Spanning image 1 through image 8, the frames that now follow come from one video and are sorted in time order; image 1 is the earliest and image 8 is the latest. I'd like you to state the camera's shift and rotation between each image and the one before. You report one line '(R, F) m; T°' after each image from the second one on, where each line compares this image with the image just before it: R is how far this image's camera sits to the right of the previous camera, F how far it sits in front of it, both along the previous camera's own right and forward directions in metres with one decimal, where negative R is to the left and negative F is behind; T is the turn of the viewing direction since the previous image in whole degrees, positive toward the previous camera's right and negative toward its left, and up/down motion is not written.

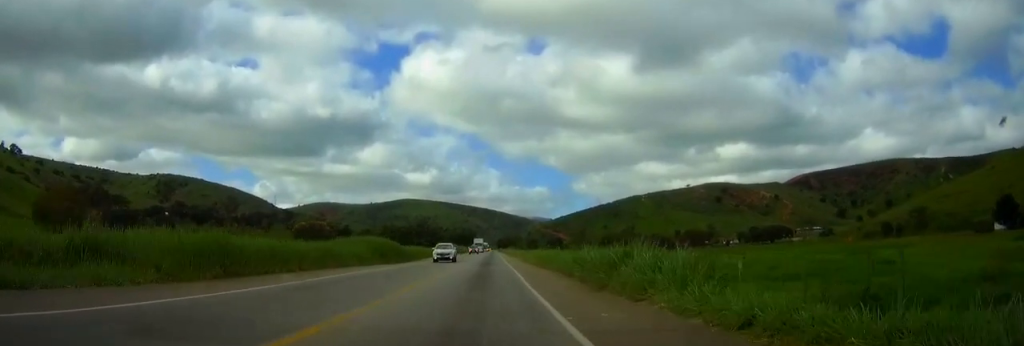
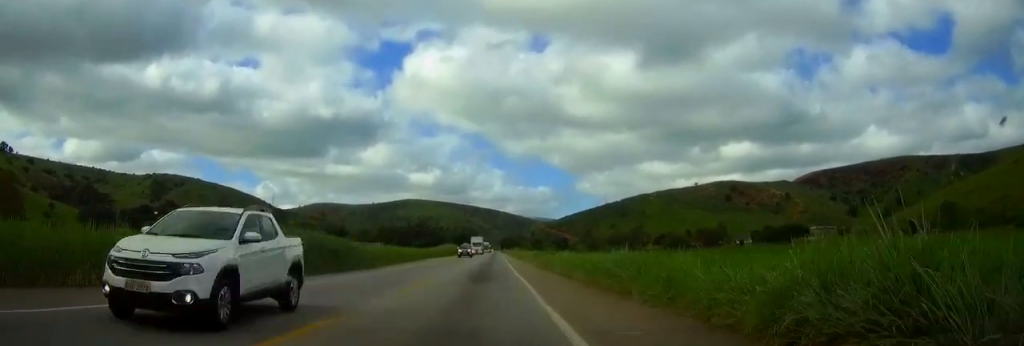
(-0.1, +22.2) m; 0°
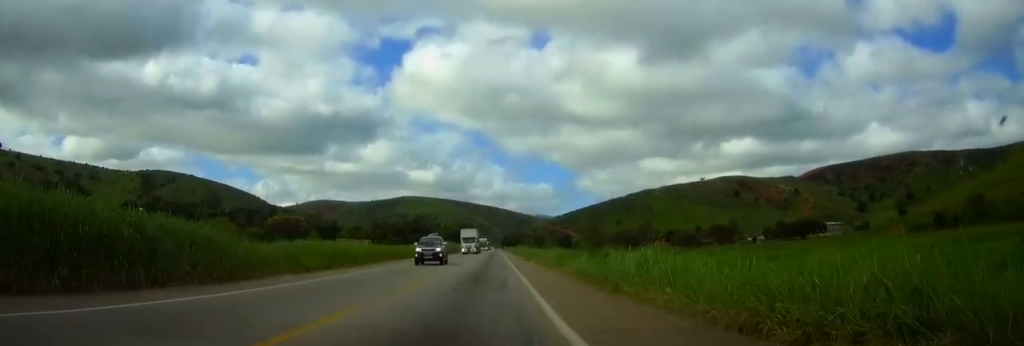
(+0.1, +22.5) m; 0°
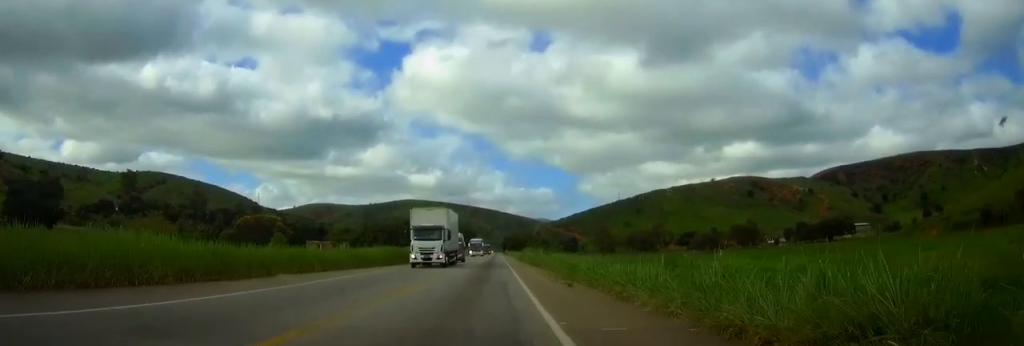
(-0.2, +35.6) m; 0°
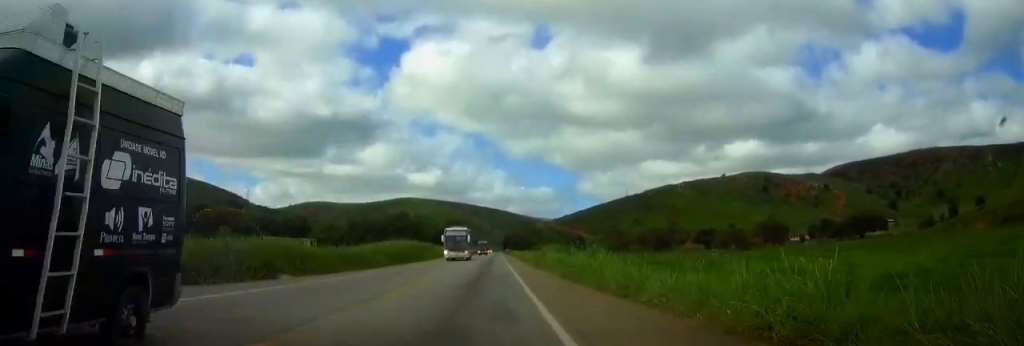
(+0.1, +37.2) m; 0°
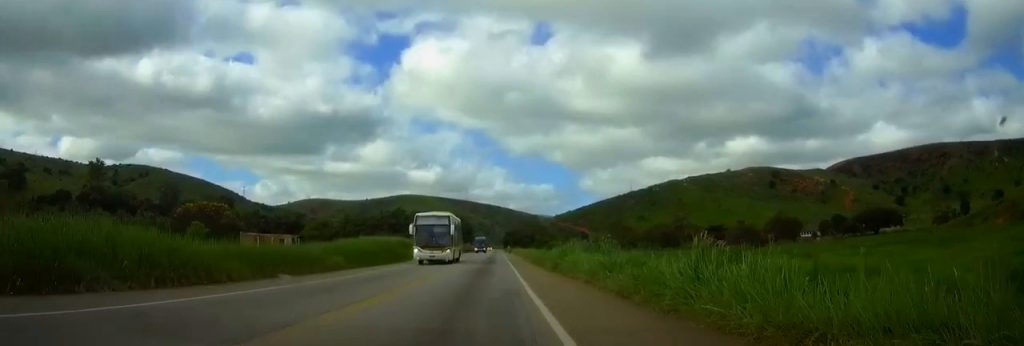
(0.0, +15.2) m; 0°
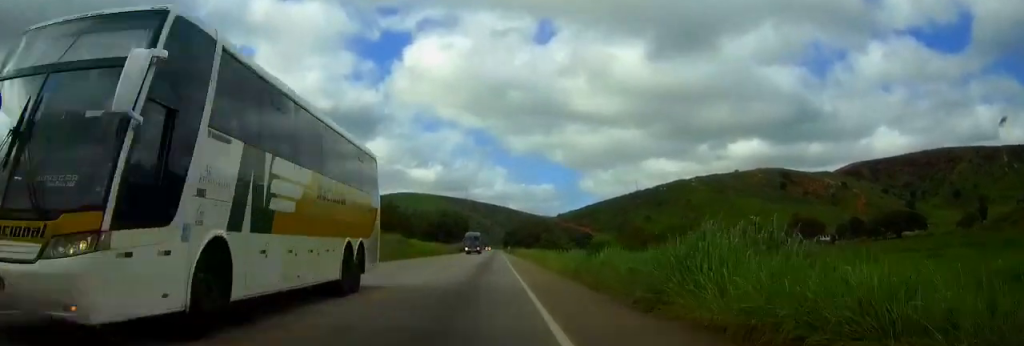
(0.0, +23.0) m; 0°
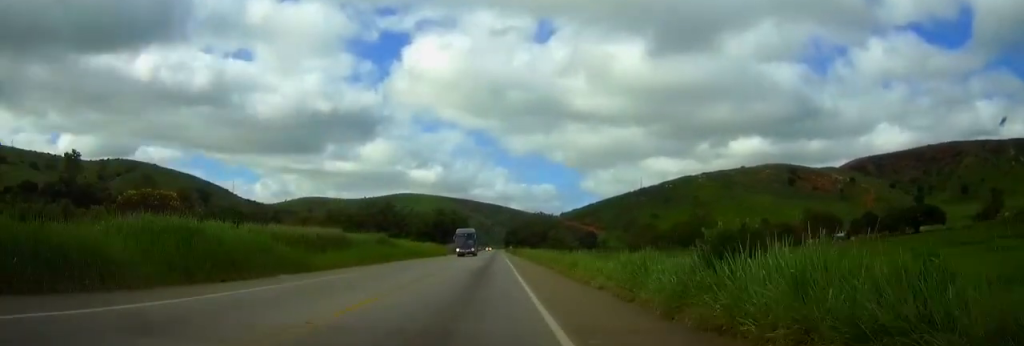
(0.0, +14.8) m; 0°
